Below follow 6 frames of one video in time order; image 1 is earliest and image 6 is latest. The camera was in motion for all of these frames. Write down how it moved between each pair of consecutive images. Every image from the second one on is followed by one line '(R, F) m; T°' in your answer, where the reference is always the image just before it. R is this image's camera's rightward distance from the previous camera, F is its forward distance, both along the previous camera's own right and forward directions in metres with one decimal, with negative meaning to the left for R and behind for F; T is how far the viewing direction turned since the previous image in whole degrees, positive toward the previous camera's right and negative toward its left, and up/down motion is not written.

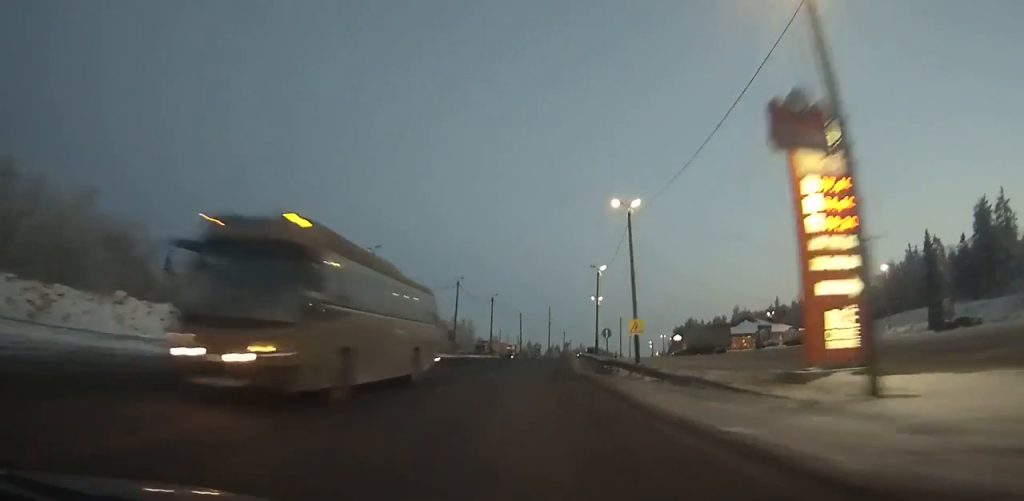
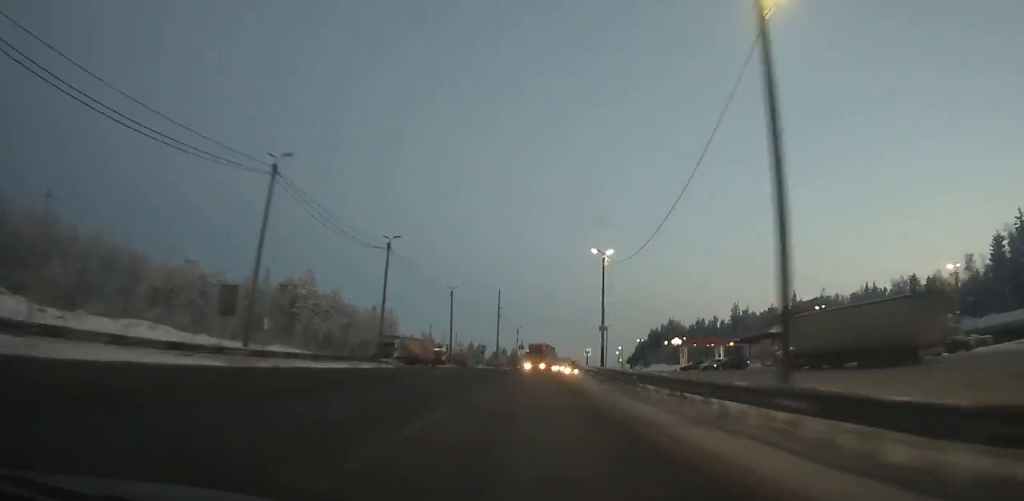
(+1.2, +42.4) m; +4°
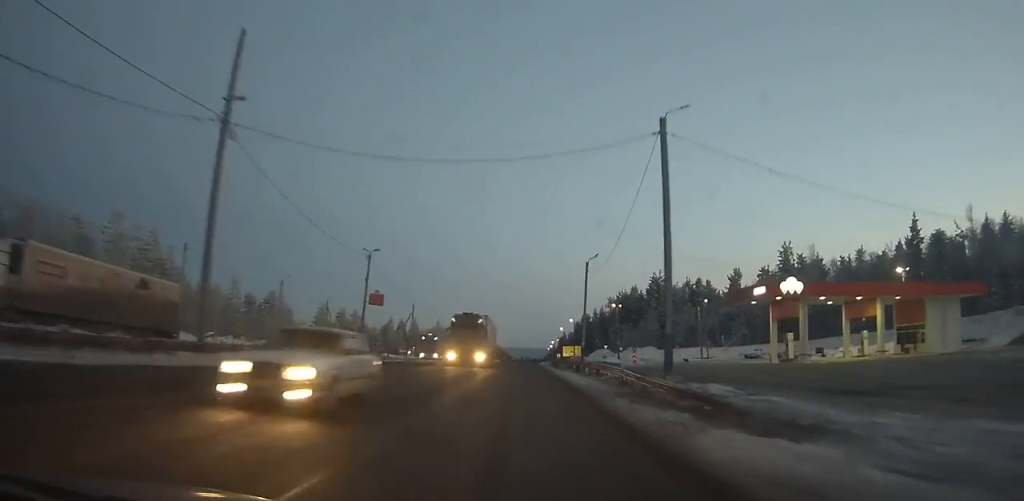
(+5.8, +86.4) m; +7°
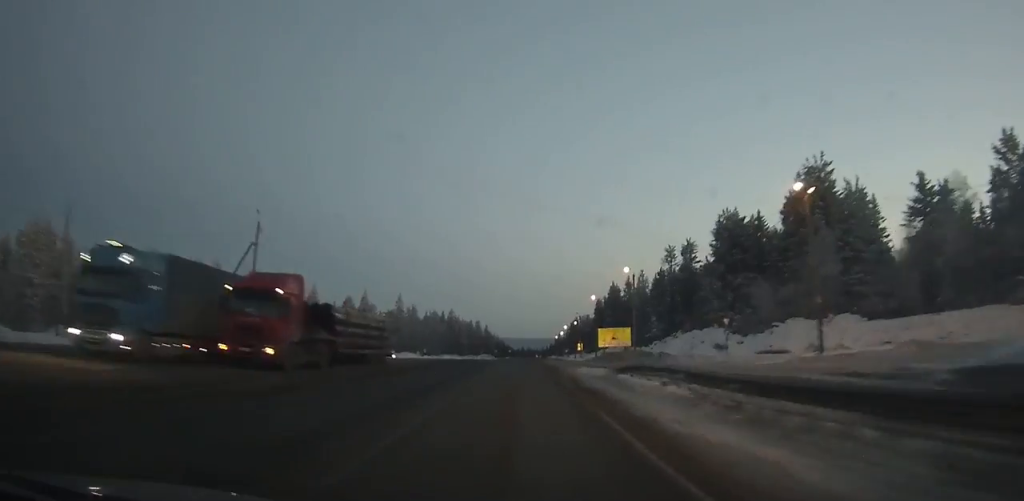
(+1.8, +86.1) m; +2°
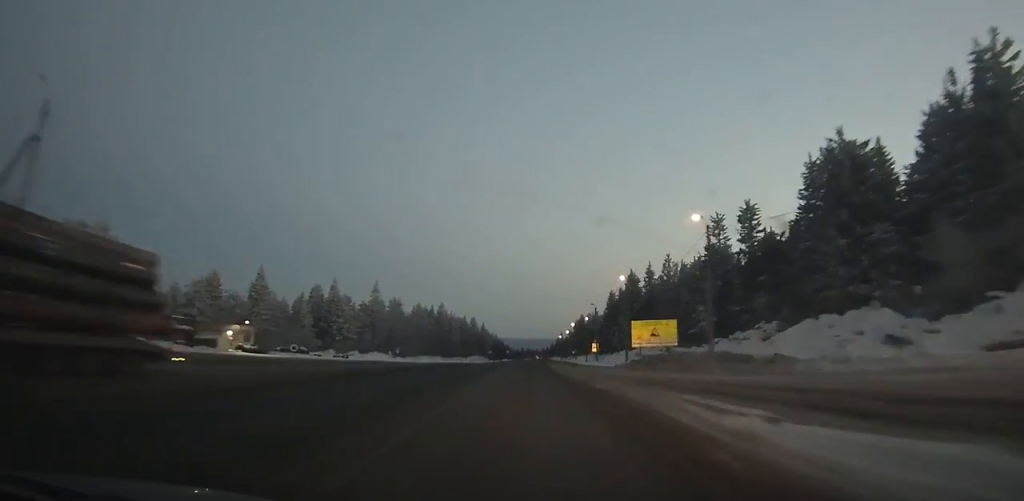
(+0.2, +27.6) m; +1°
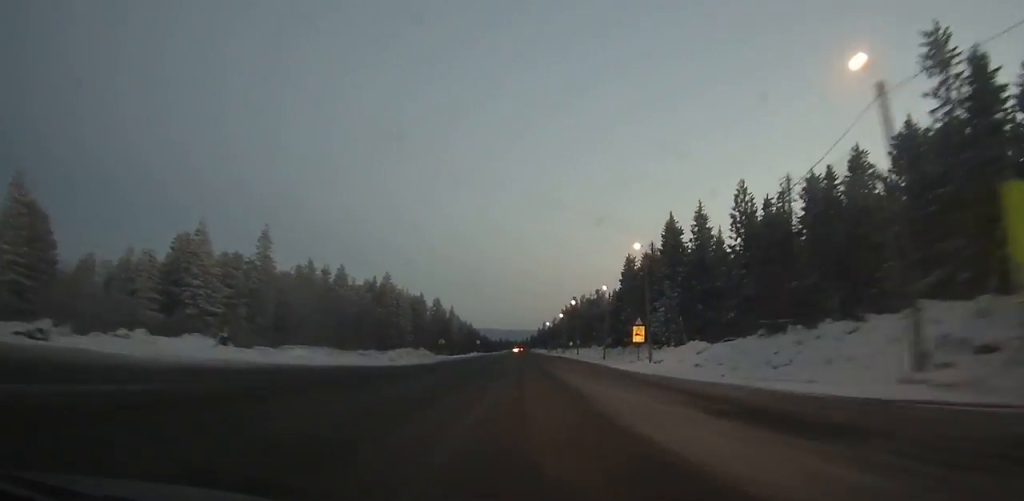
(+0.6, +50.7) m; +1°
